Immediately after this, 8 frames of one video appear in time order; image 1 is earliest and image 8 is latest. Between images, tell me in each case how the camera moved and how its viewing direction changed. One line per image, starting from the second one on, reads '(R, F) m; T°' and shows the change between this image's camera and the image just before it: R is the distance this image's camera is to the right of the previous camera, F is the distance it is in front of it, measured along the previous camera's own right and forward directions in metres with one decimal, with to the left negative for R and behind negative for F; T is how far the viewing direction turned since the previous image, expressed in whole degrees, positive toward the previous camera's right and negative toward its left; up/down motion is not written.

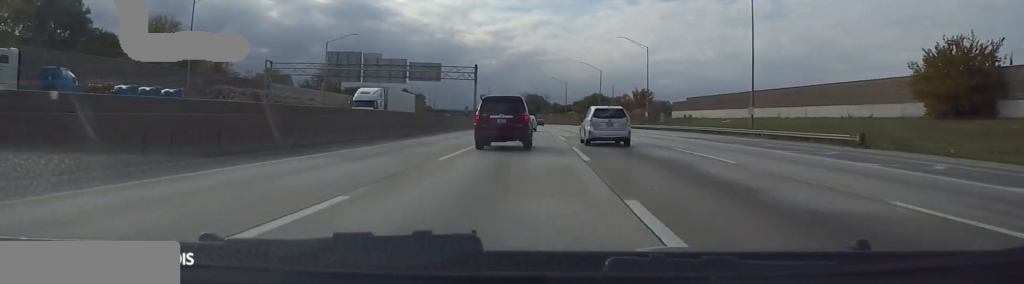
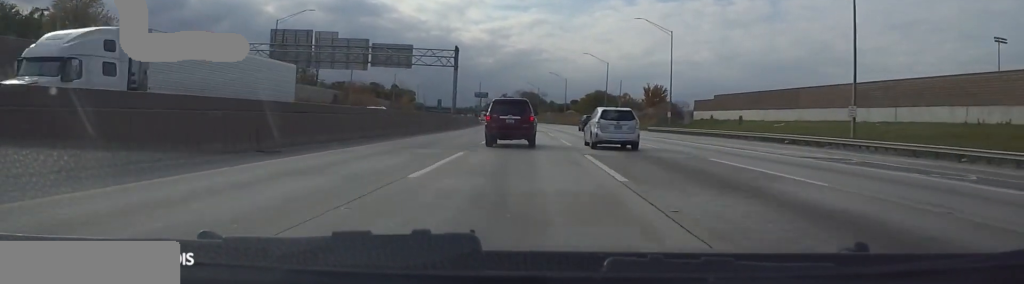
(+0.1, +20.1) m; -1°
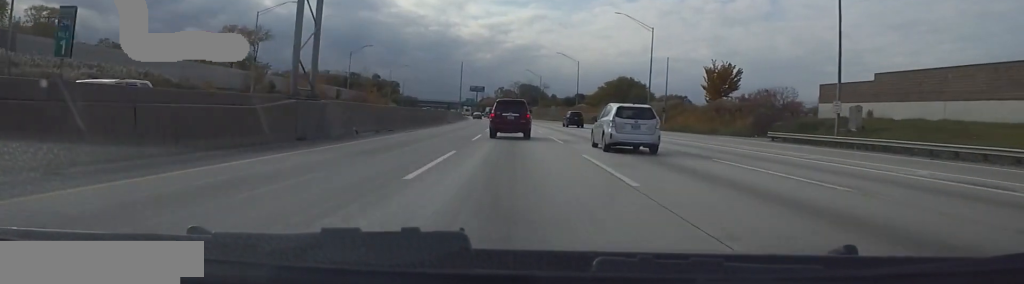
(-2.2, +46.9) m; -5°
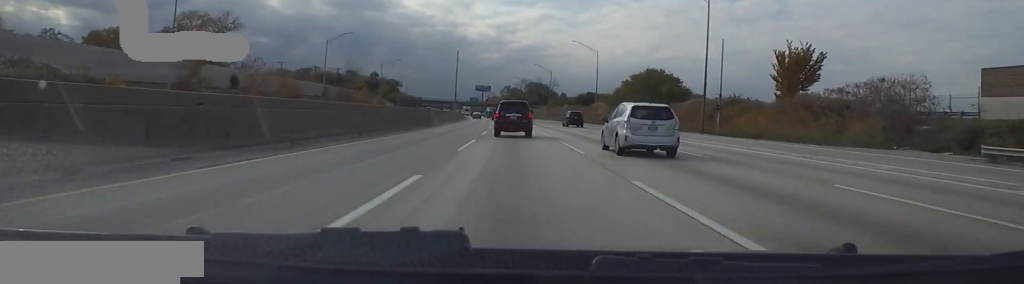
(0.0, +22.5) m; 0°
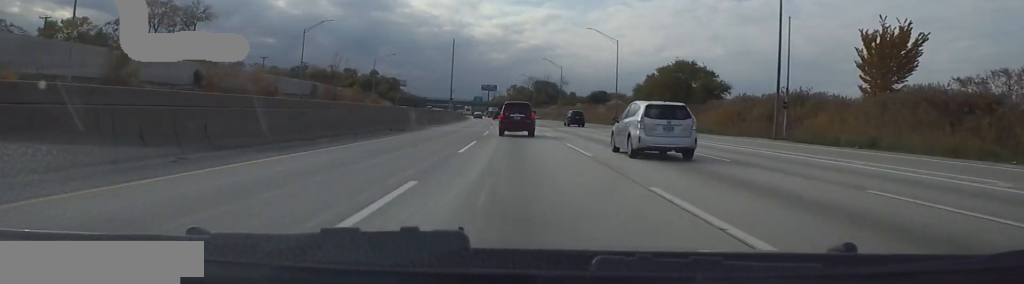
(0.0, +16.5) m; 0°
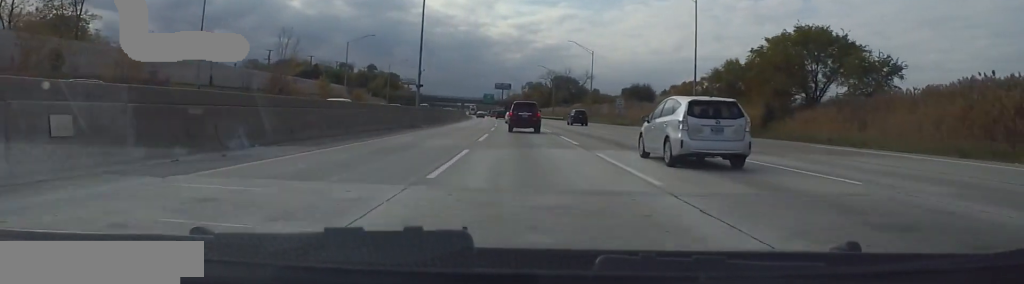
(0.0, +38.5) m; 0°
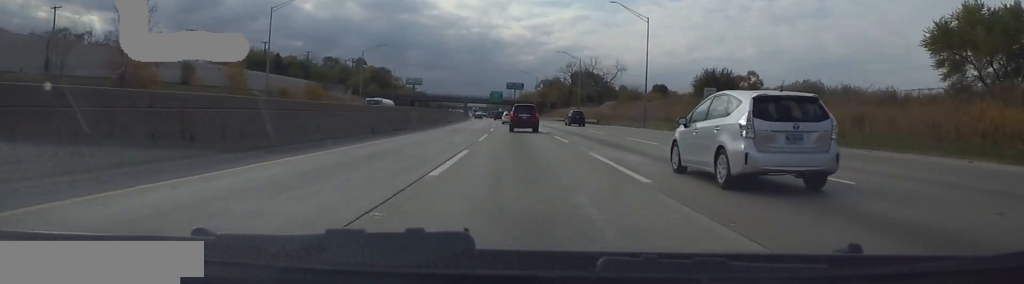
(-0.1, +43.4) m; 0°
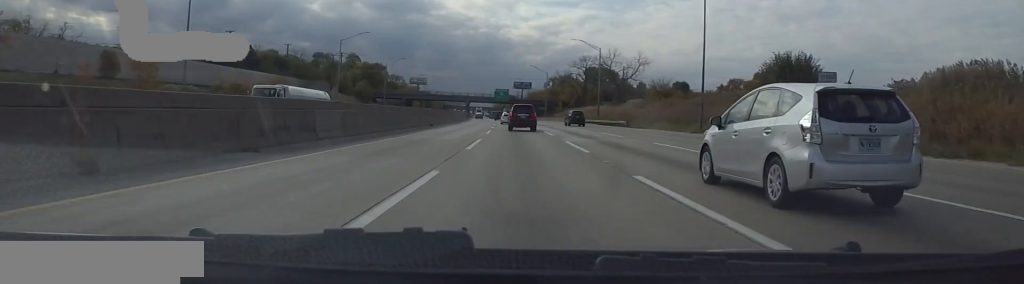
(0.0, +22.0) m; -2°
